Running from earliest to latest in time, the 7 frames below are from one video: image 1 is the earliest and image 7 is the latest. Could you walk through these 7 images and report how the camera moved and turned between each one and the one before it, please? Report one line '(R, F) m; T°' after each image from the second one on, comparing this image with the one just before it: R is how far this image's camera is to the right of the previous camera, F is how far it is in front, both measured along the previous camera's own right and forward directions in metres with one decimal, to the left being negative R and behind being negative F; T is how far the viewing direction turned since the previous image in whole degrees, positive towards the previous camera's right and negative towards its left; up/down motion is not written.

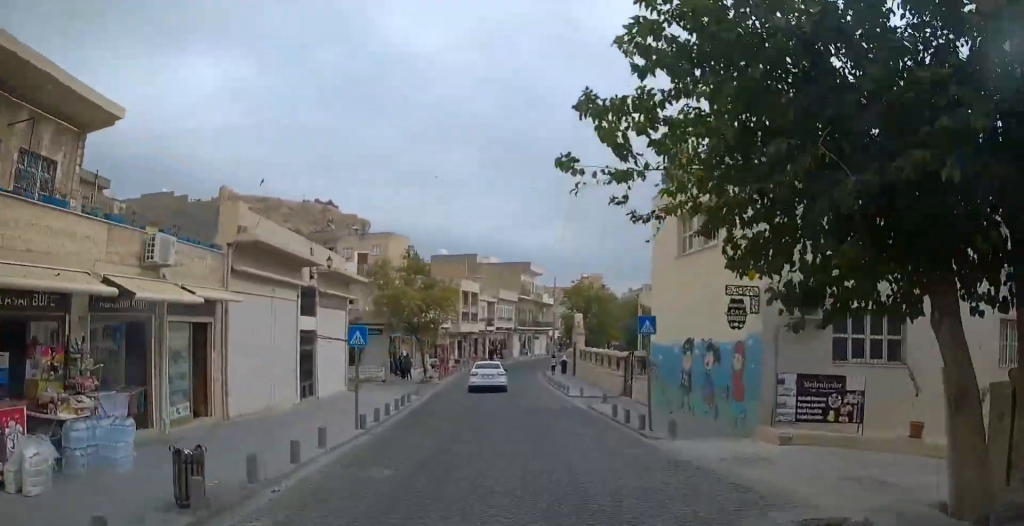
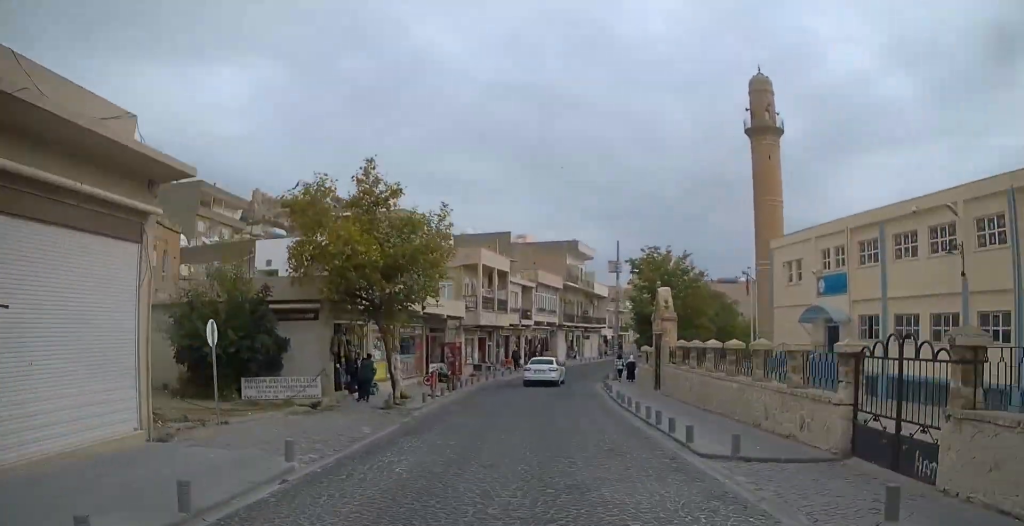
(-0.4, +19.0) m; -3°
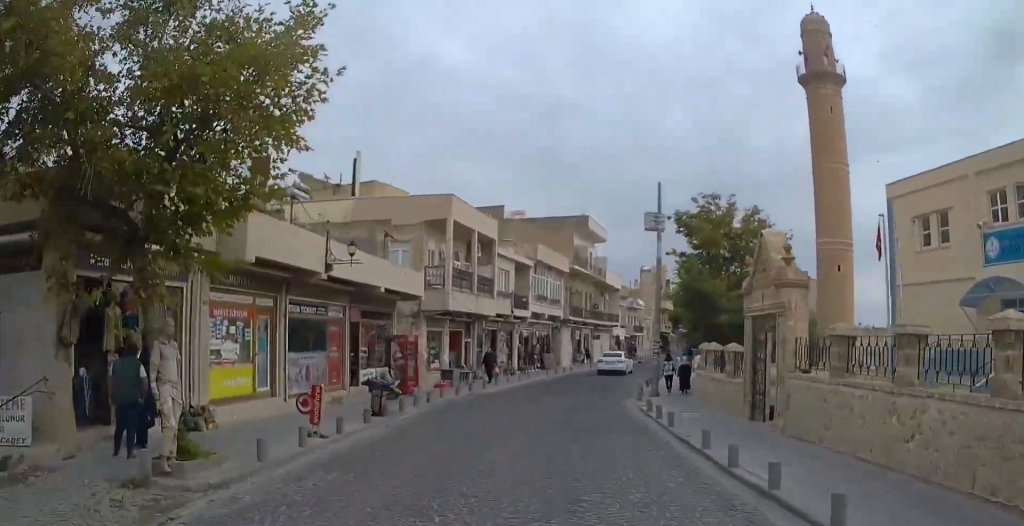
(-0.3, +14.7) m; +1°
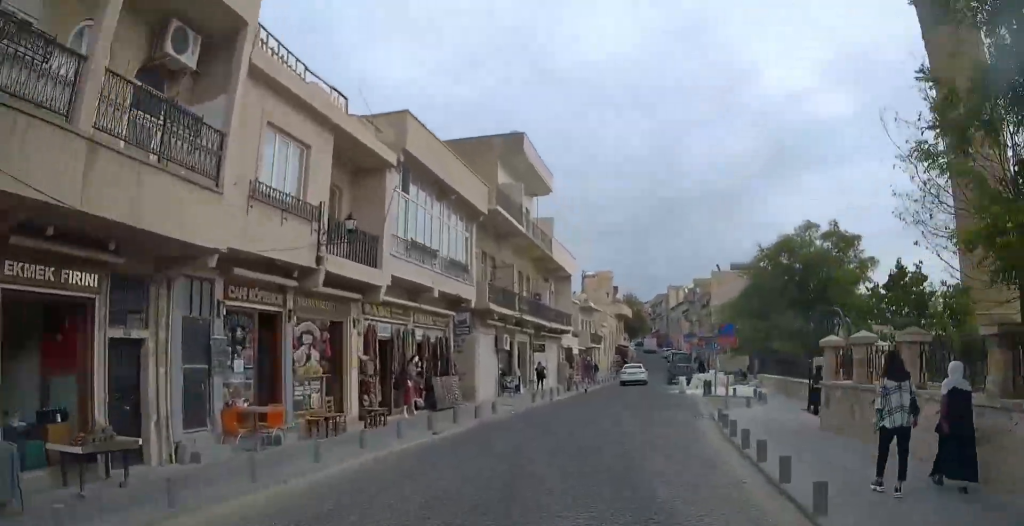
(+0.8, +22.1) m; +6°
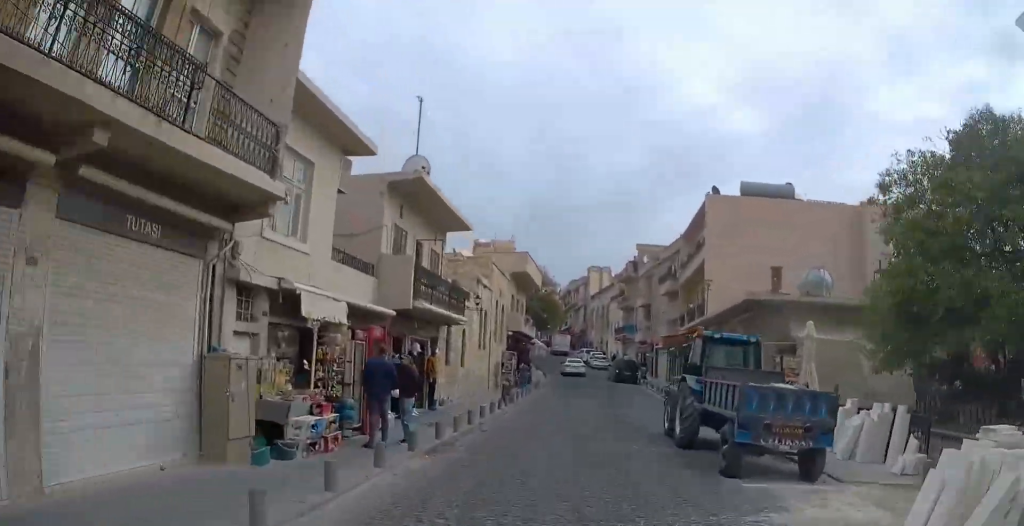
(+2.8, +35.1) m; +7°
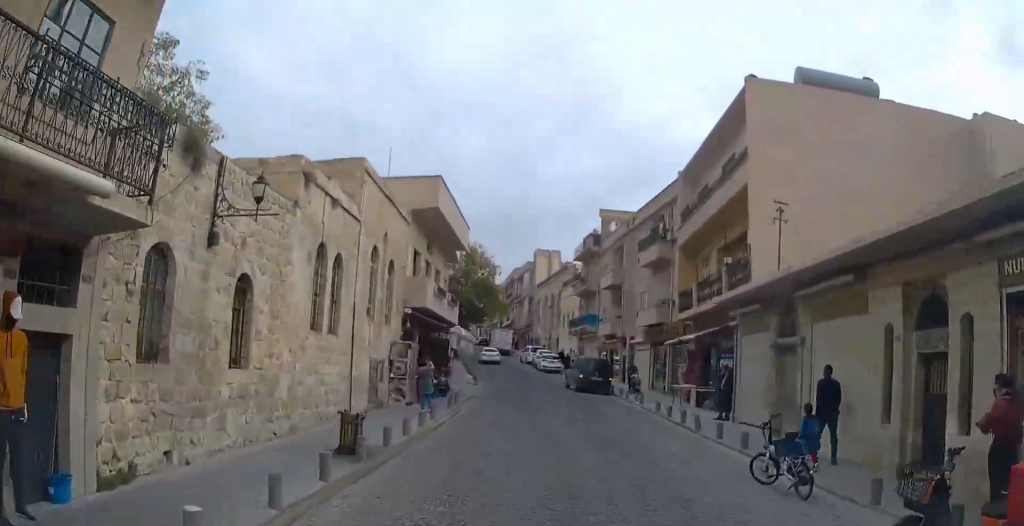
(+0.2, +15.9) m; +3°
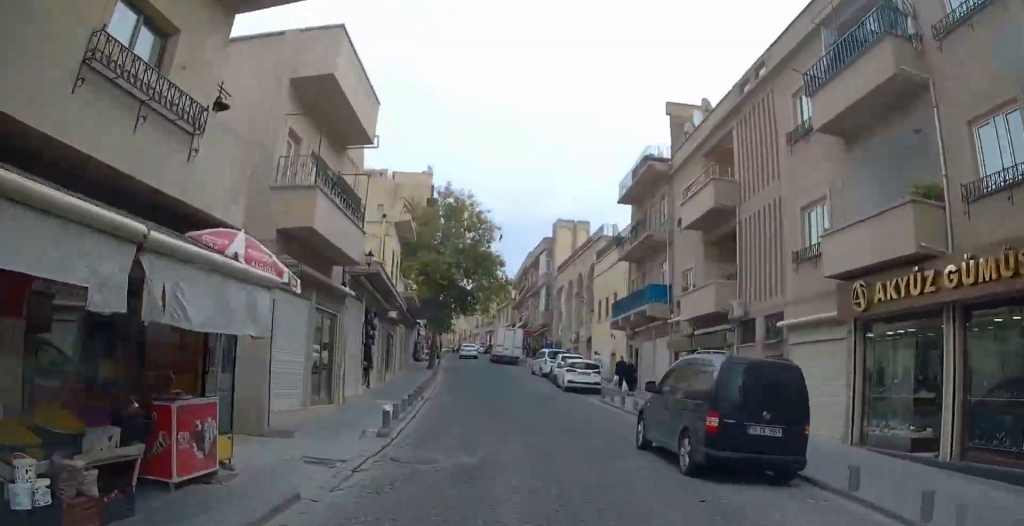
(+0.7, +23.4) m; 0°
